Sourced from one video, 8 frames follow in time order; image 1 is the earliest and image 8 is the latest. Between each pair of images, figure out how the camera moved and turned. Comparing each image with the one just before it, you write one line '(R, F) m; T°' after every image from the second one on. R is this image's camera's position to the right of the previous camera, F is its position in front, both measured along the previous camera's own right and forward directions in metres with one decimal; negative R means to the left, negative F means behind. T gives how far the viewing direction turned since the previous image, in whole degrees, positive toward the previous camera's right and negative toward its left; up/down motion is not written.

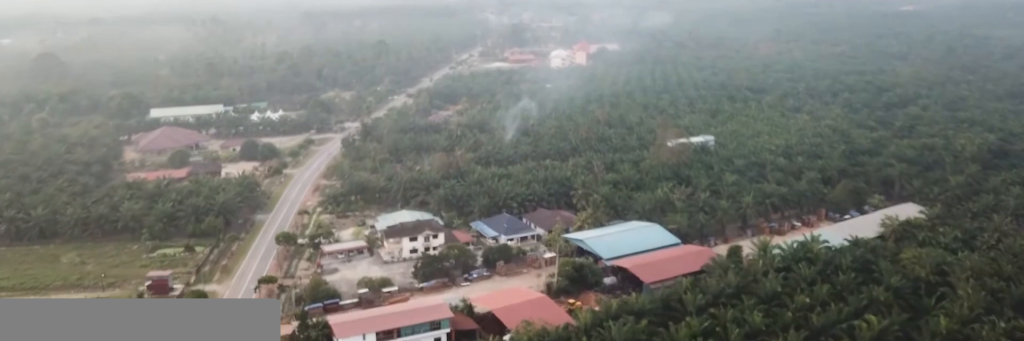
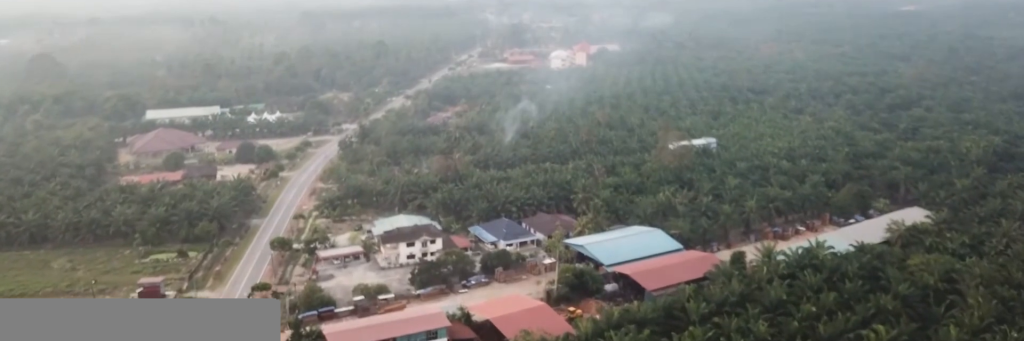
(0.0, +4.7) m; 0°
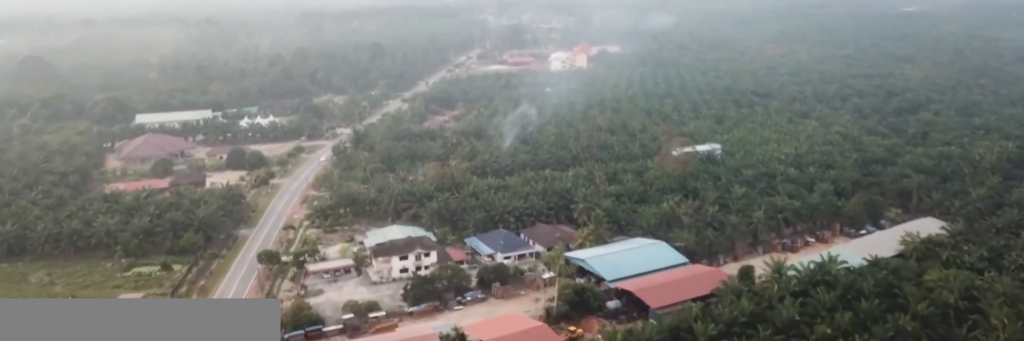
(0.0, +10.0) m; 0°
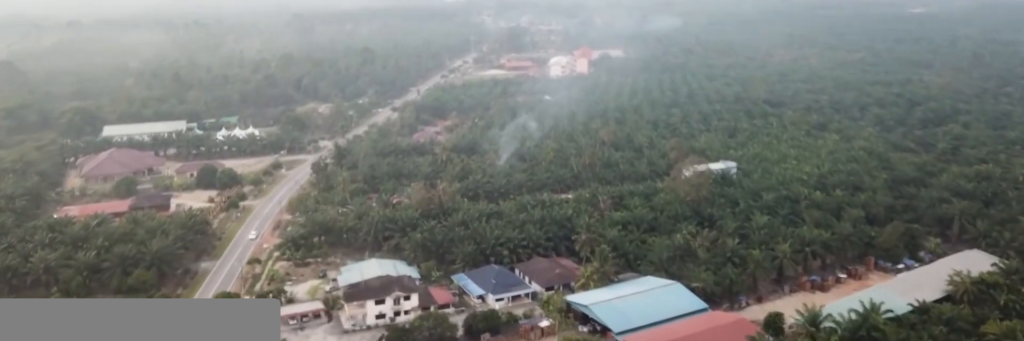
(0.0, +28.0) m; 0°
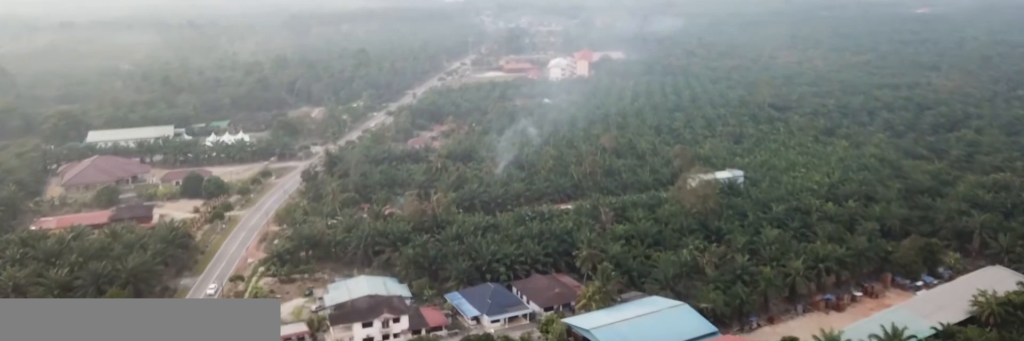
(0.0, +12.0) m; 0°
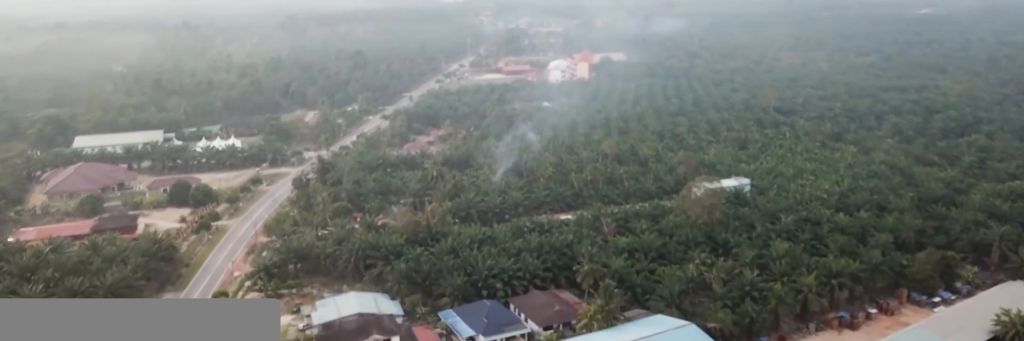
(0.0, +10.0) m; 0°
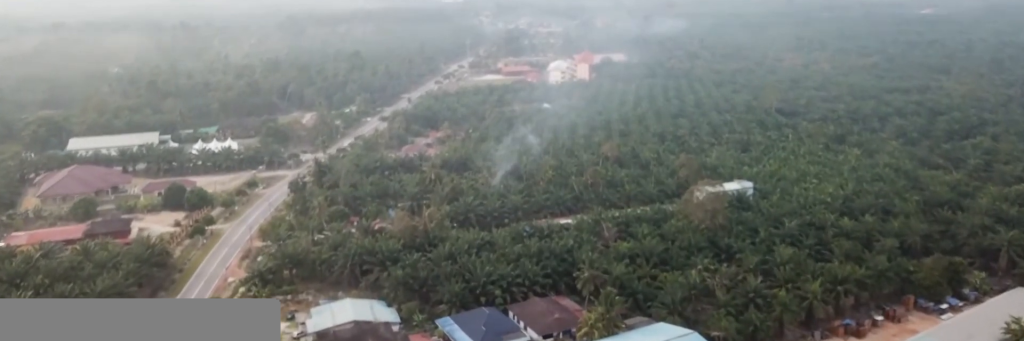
(0.0, +4.0) m; 0°
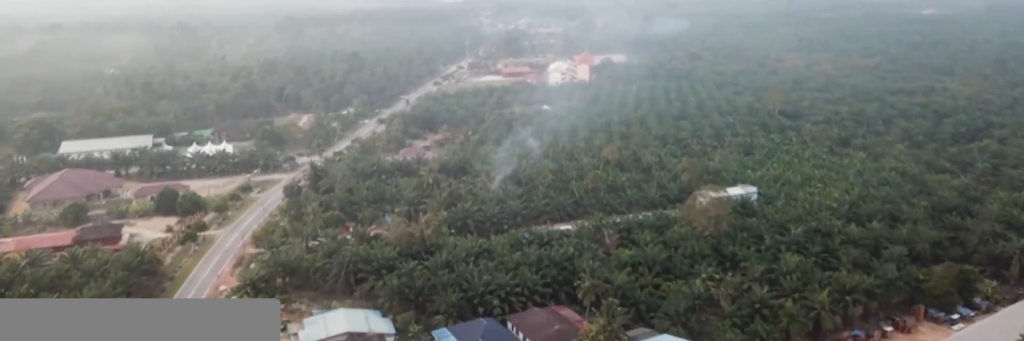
(0.0, +5.6) m; 0°
